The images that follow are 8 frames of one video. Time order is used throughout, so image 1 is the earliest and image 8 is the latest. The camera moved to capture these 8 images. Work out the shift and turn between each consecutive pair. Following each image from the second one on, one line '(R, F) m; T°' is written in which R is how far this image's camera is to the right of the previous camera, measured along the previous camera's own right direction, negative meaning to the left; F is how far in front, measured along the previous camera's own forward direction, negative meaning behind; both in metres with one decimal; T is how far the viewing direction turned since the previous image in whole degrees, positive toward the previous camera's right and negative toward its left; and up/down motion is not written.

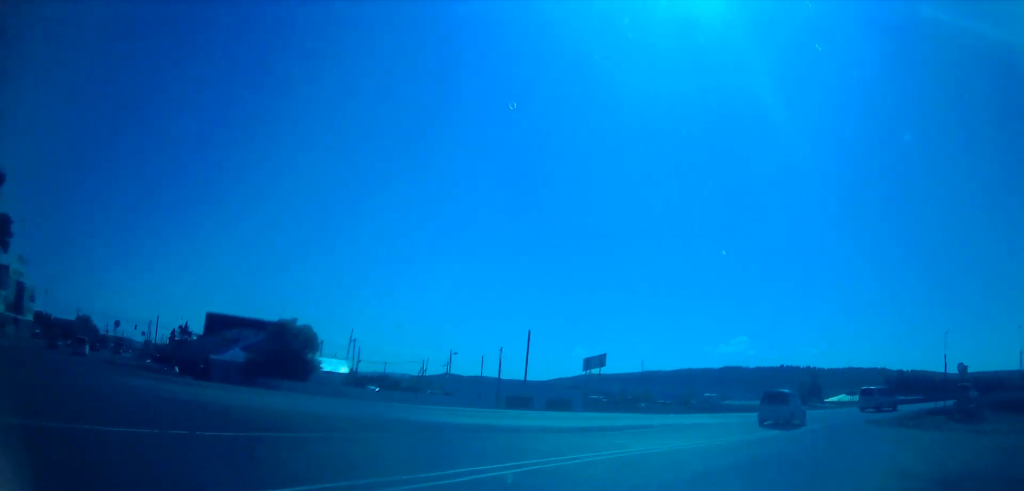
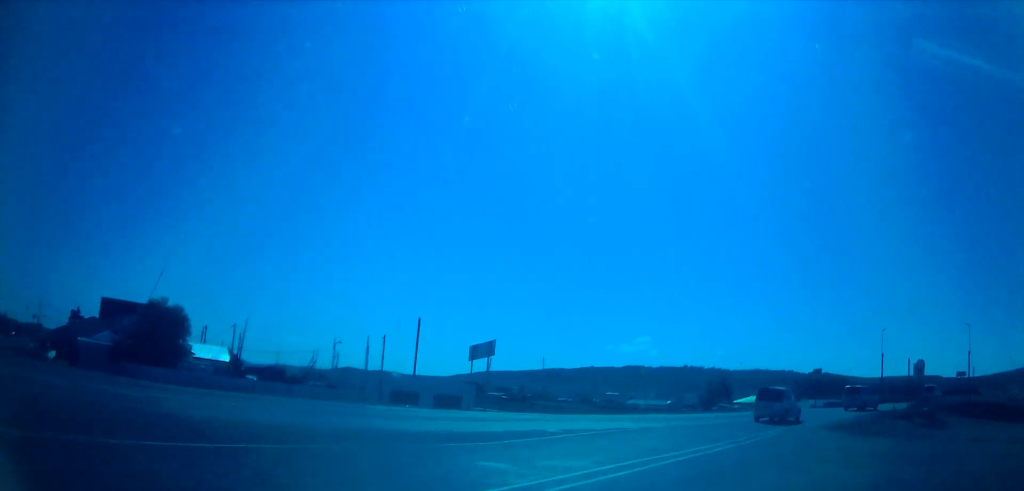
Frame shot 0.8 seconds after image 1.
(+0.8, +7.6) m; +6°
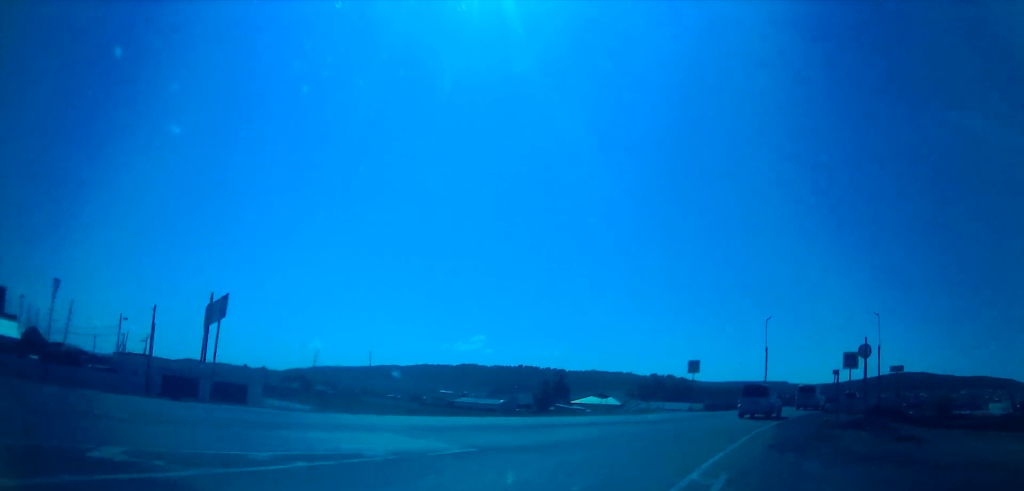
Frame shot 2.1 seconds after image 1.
(+1.3, +13.2) m; +17°
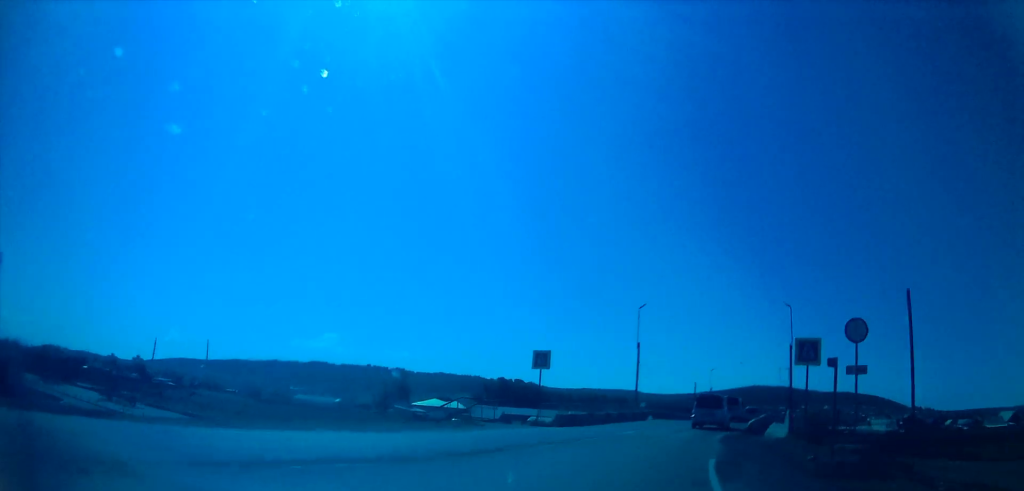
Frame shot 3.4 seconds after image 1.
(+2.4, +13.3) m; +13°
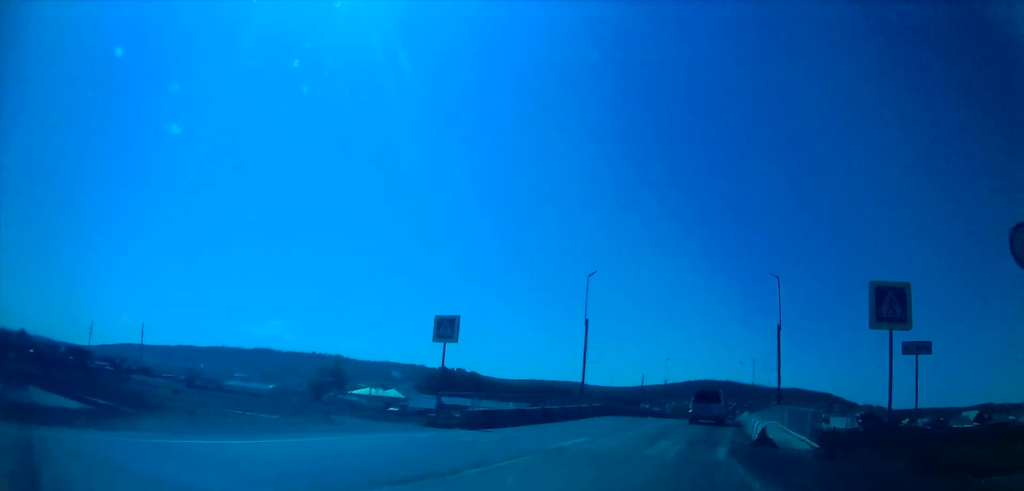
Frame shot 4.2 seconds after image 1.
(+0.4, +10.1) m; +4°
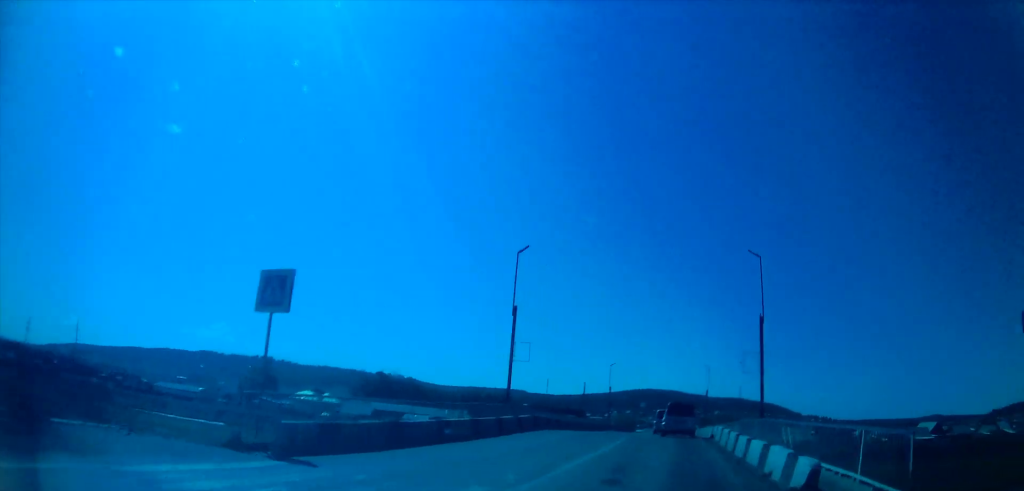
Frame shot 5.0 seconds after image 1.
(+0.1, +8.6) m; +5°
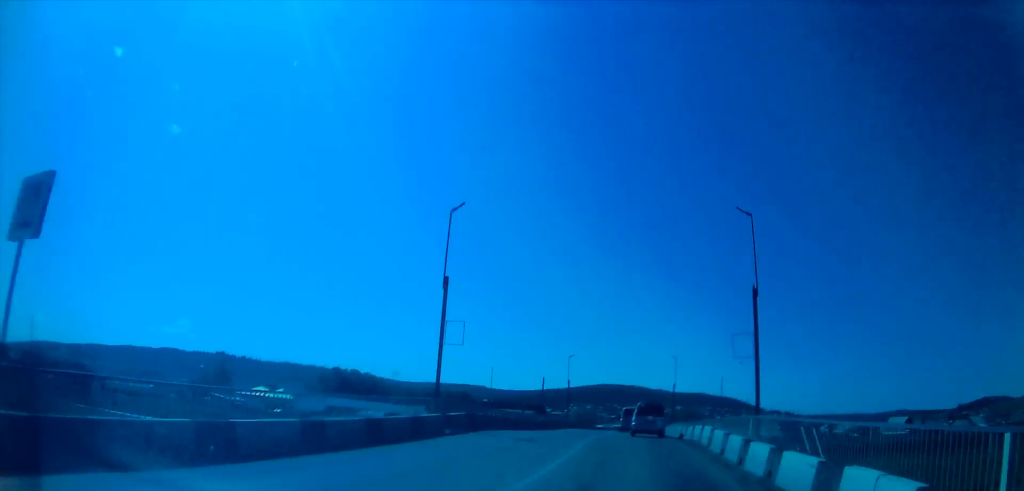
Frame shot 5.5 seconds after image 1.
(+0.3, +6.3) m; +5°
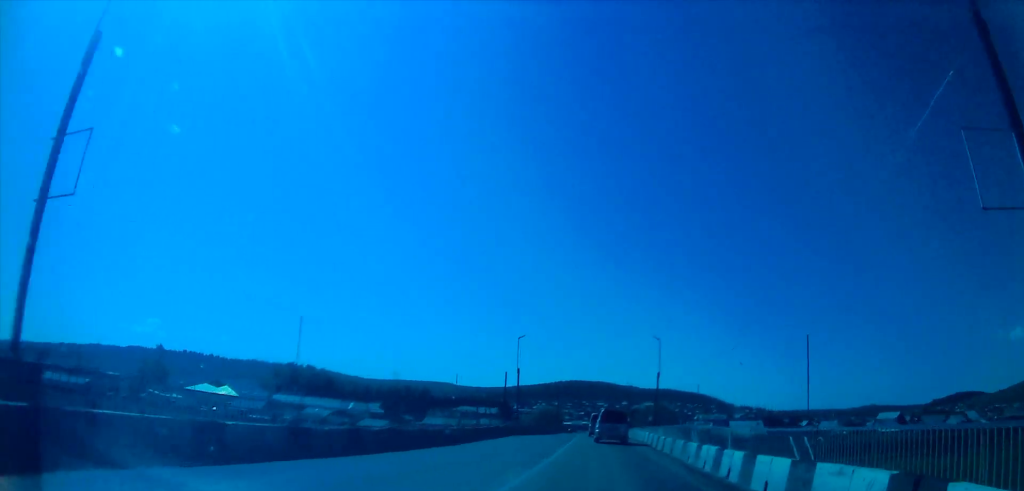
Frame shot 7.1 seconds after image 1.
(+1.1, +17.8) m; +2°
